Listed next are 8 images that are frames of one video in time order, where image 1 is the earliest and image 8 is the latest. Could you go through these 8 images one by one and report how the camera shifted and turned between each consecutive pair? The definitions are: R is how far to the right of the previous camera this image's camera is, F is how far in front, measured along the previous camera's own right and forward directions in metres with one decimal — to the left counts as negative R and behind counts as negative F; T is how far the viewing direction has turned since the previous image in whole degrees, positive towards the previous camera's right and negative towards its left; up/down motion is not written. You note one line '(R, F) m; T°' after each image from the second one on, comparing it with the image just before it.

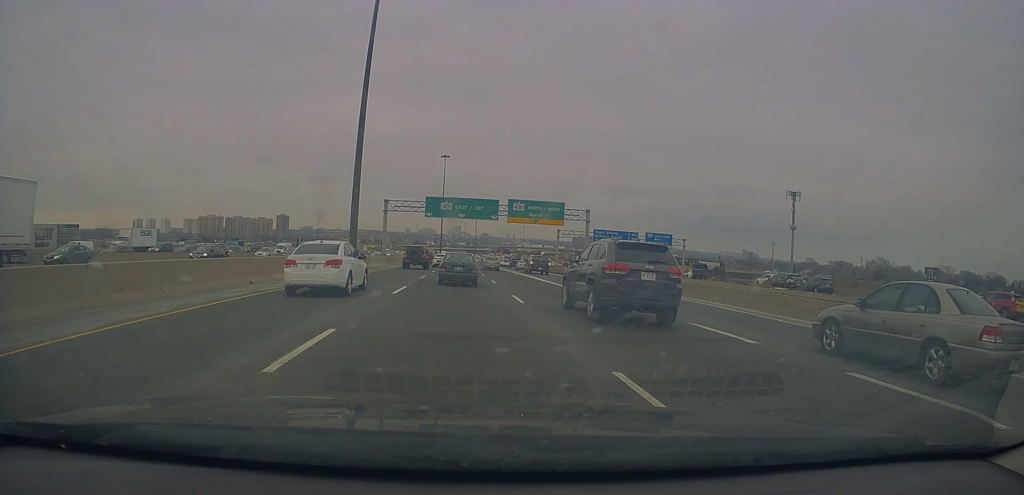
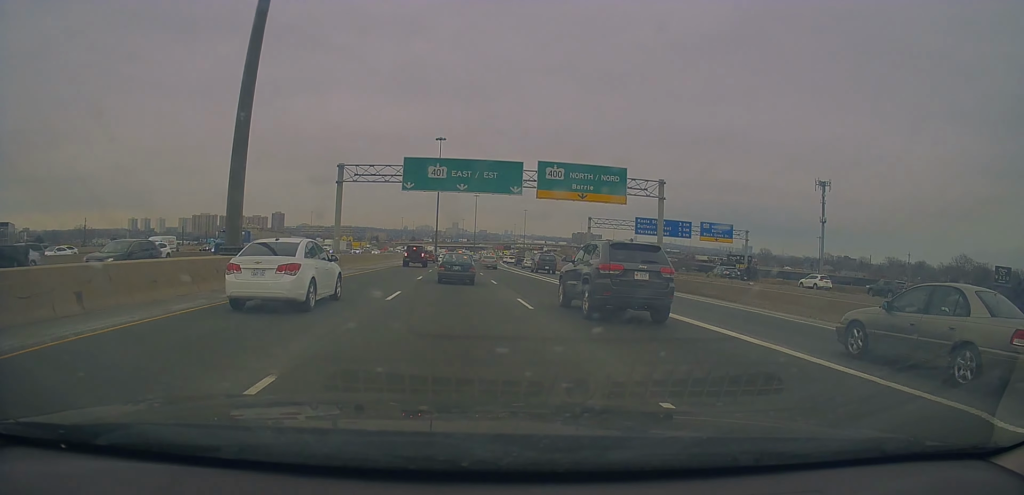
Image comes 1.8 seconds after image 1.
(-0.1, +22.7) m; 0°
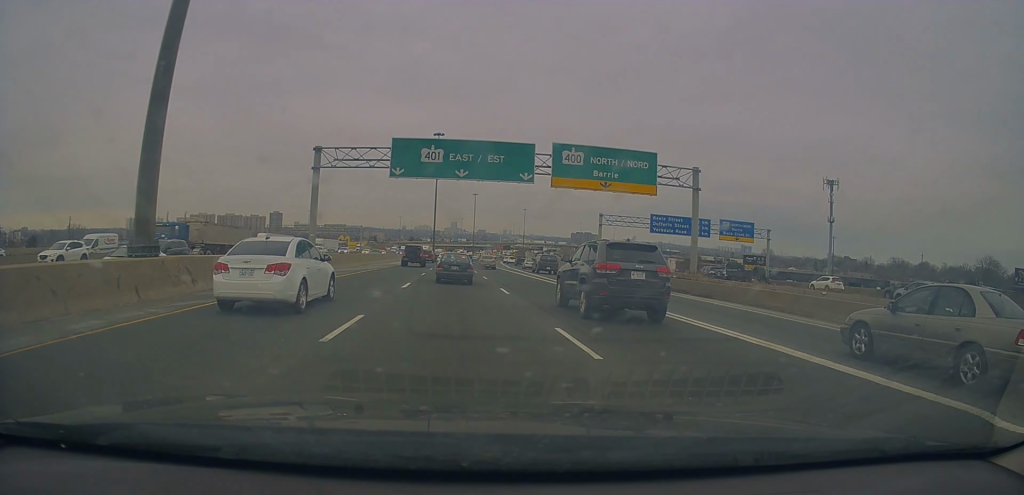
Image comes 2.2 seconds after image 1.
(0.0, +6.1) m; 0°
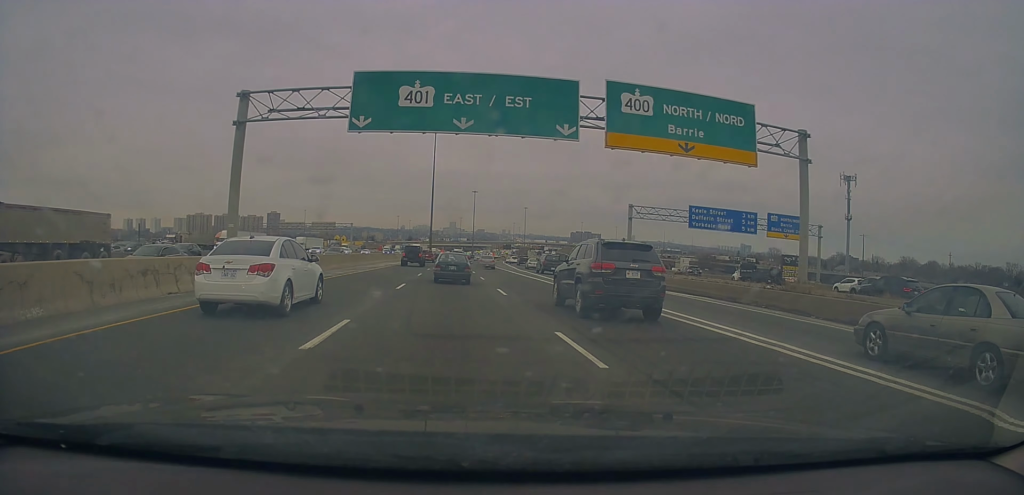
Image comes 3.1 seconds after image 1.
(+0.1, +11.7) m; +1°
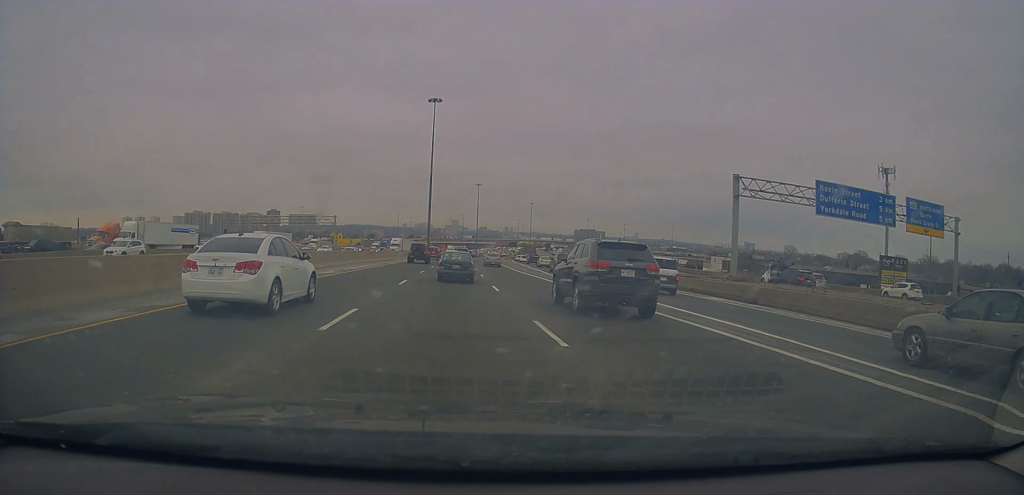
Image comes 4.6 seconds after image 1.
(+0.3, +22.0) m; 0°
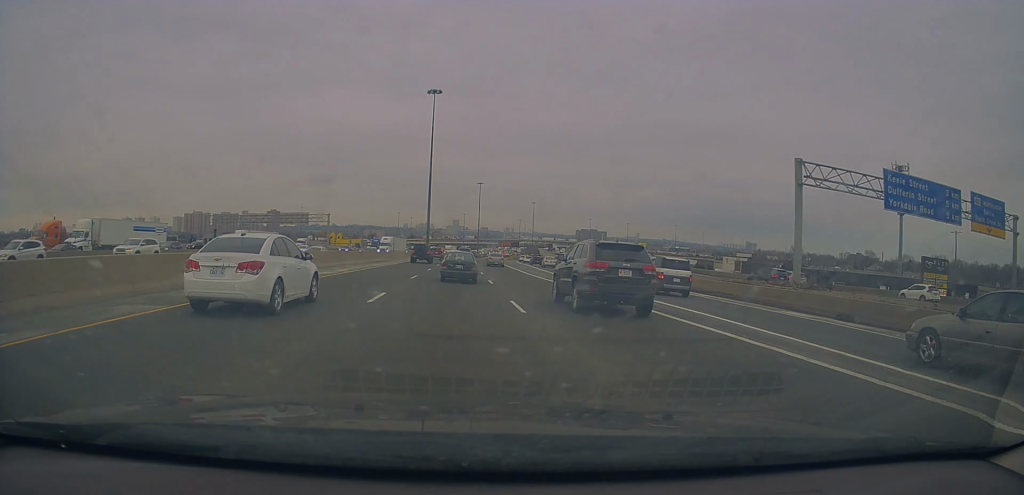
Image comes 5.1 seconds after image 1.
(-0.1, +7.7) m; 0°
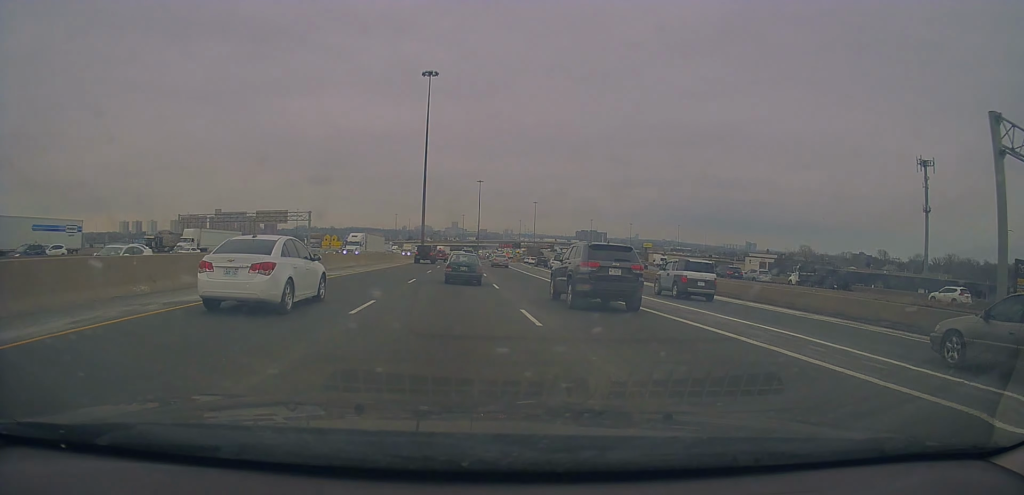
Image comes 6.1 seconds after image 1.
(-0.1, +15.9) m; 0°
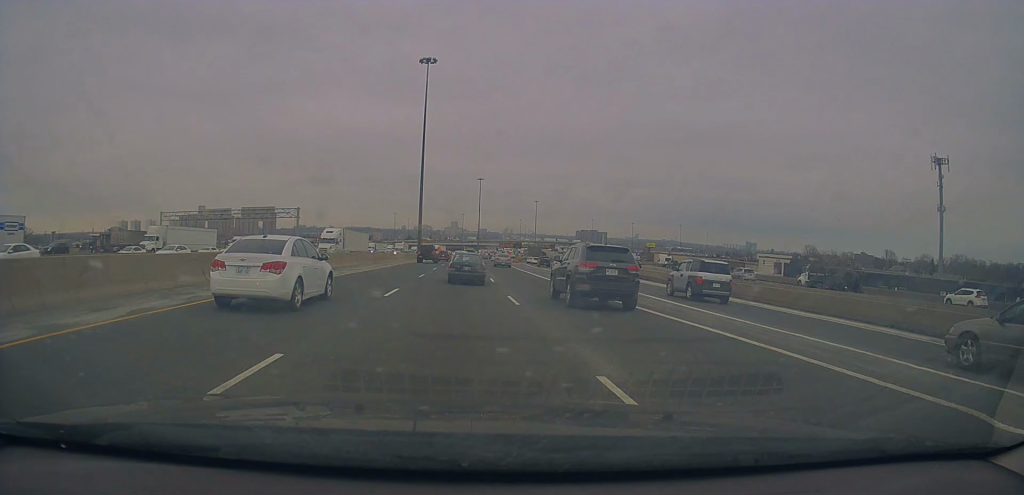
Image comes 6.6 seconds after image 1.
(0.0, +8.0) m; 0°
